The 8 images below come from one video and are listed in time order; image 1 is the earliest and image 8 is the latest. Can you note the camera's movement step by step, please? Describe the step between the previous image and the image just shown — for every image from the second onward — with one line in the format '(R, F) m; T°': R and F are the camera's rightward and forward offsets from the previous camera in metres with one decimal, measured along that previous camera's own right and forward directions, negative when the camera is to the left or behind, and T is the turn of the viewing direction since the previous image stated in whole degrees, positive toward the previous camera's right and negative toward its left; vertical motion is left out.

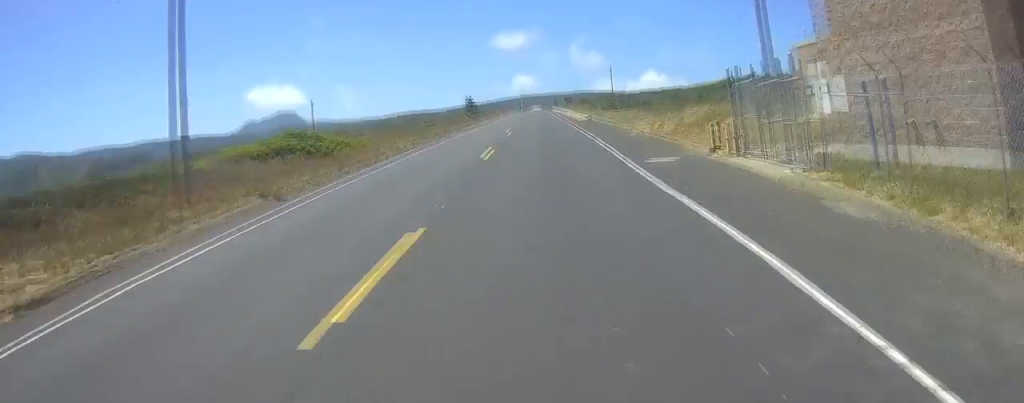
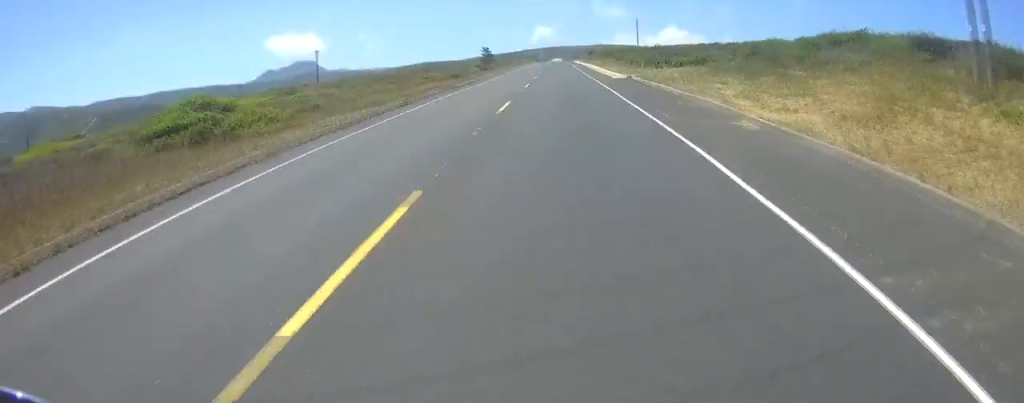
(-0.2, +15.4) m; -1°
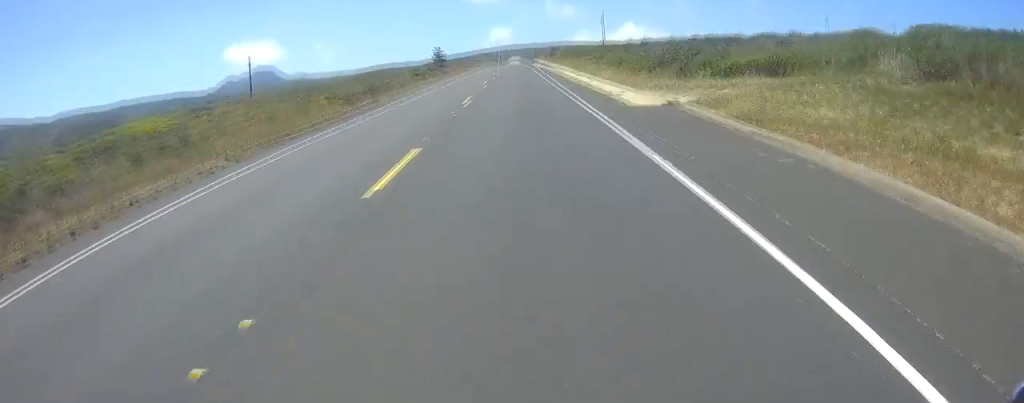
(-0.1, +23.6) m; -1°
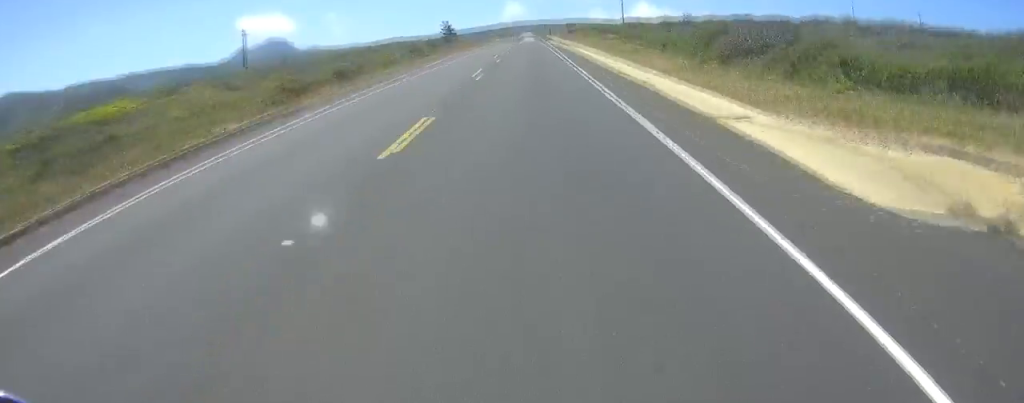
(-0.4, +13.4) m; 0°
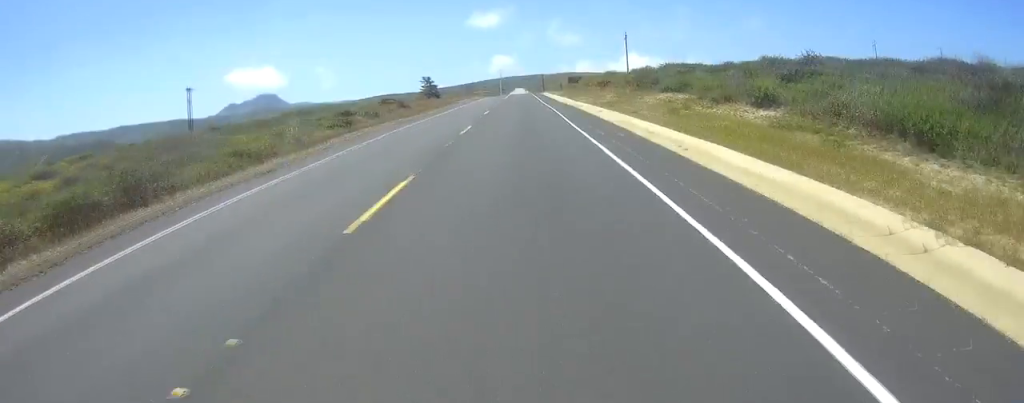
(+0.6, +29.2) m; +2°
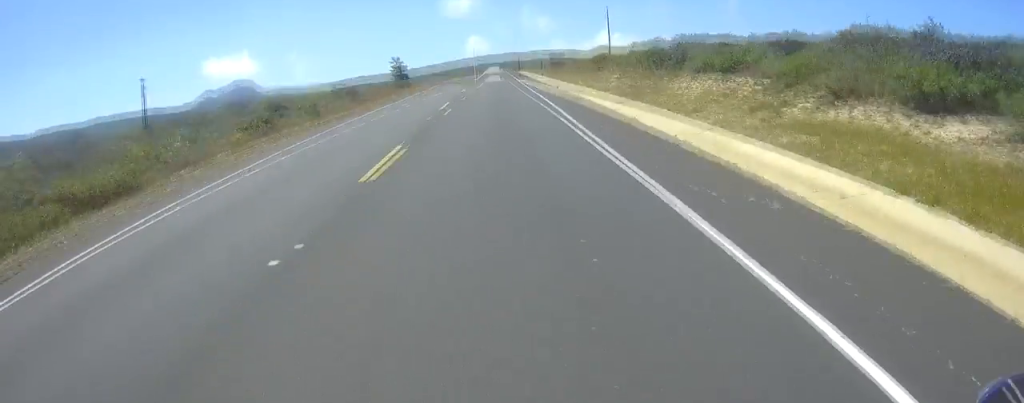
(0.0, +12.1) m; 0°
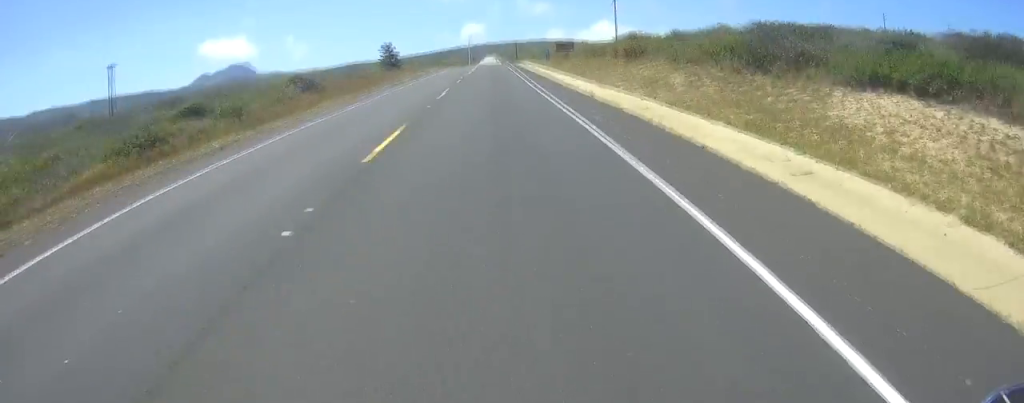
(0.0, +13.7) m; 0°
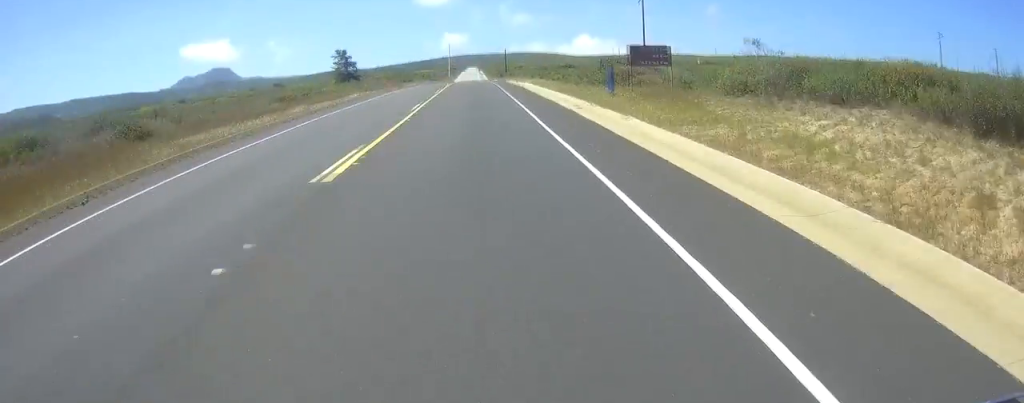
(0.0, +44.0) m; 0°
